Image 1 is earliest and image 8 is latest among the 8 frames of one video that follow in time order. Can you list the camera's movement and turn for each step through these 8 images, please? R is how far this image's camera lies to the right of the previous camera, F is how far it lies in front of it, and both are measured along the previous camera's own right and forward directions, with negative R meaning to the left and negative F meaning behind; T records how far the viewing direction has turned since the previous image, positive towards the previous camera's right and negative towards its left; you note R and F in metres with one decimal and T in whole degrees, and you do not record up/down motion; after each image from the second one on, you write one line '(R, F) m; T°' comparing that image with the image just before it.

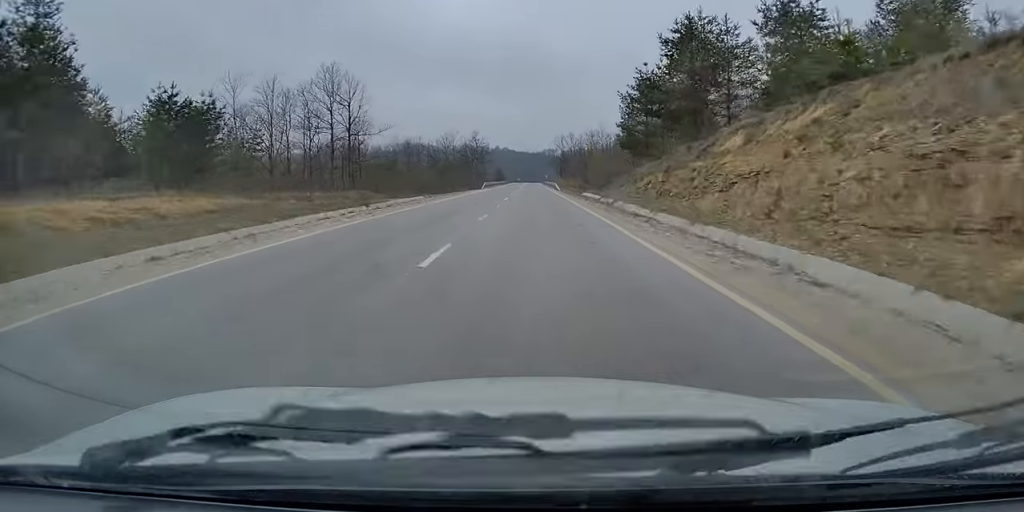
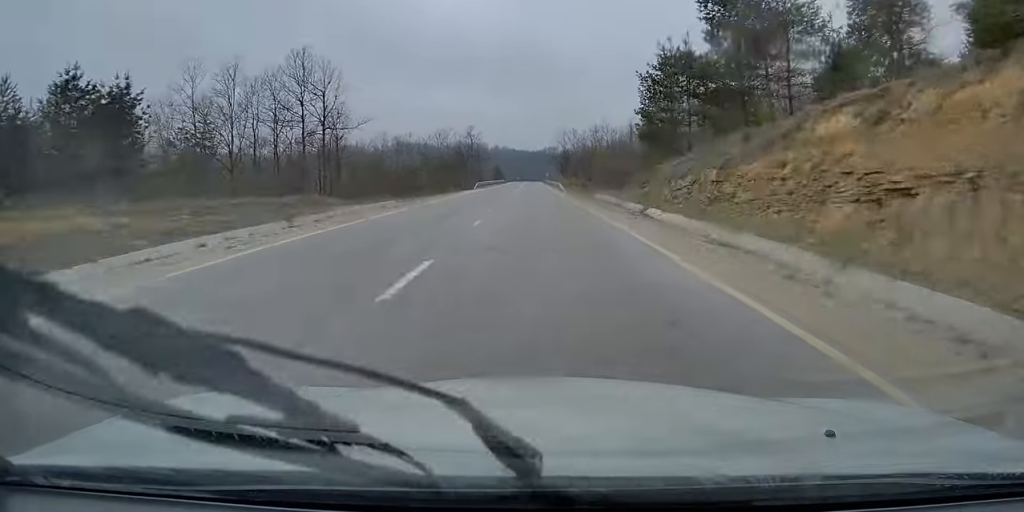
(0.0, +11.3) m; 0°
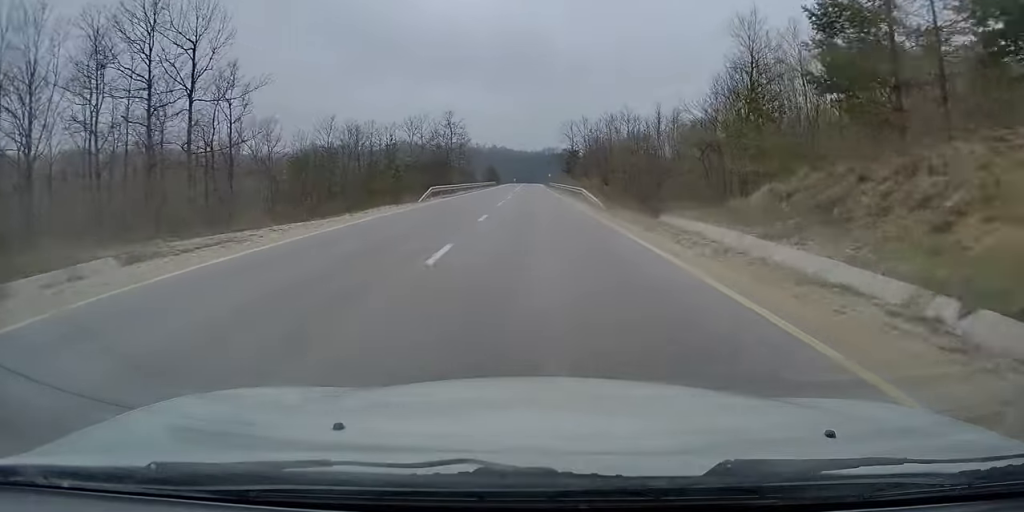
(+0.1, +33.0) m; +1°
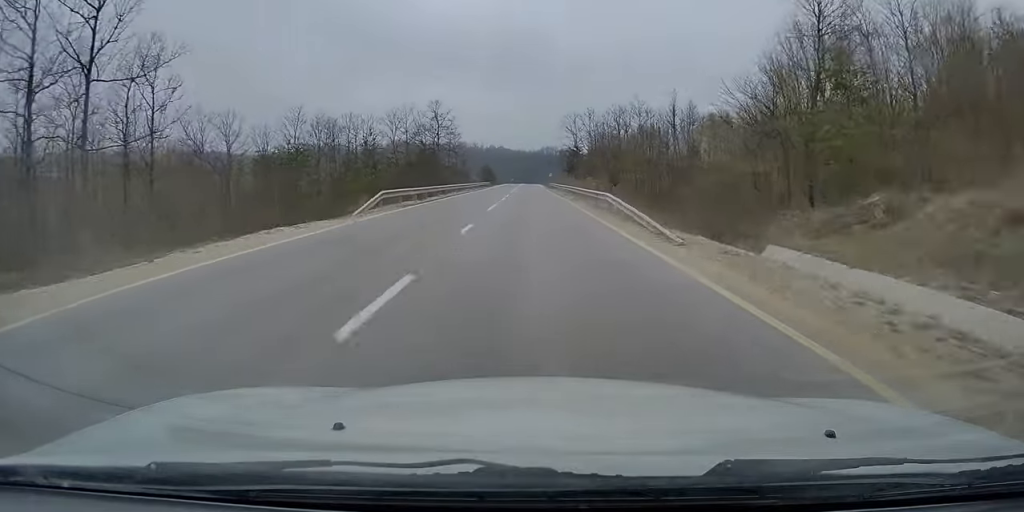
(+0.1, +13.0) m; 0°
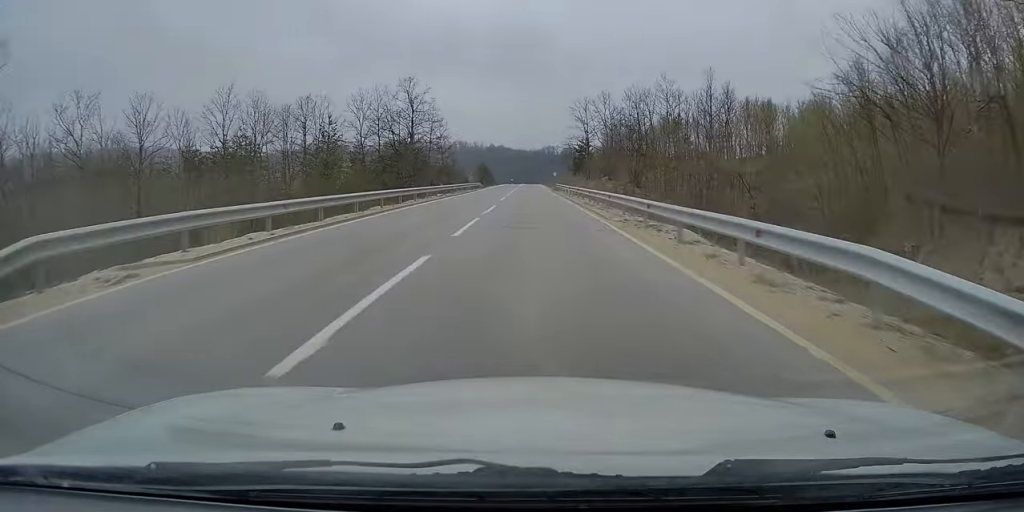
(+0.1, +19.9) m; 0°
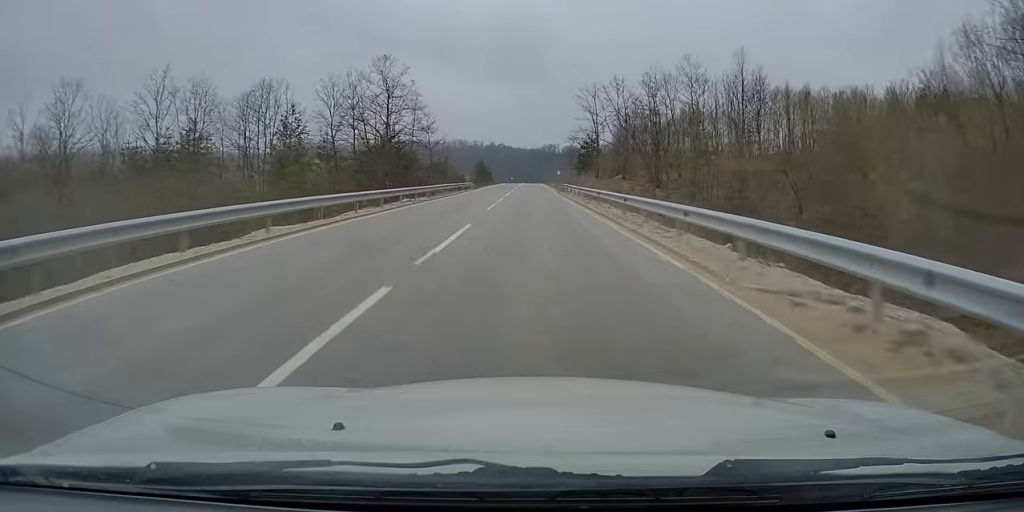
(0.0, +12.0) m; 0°
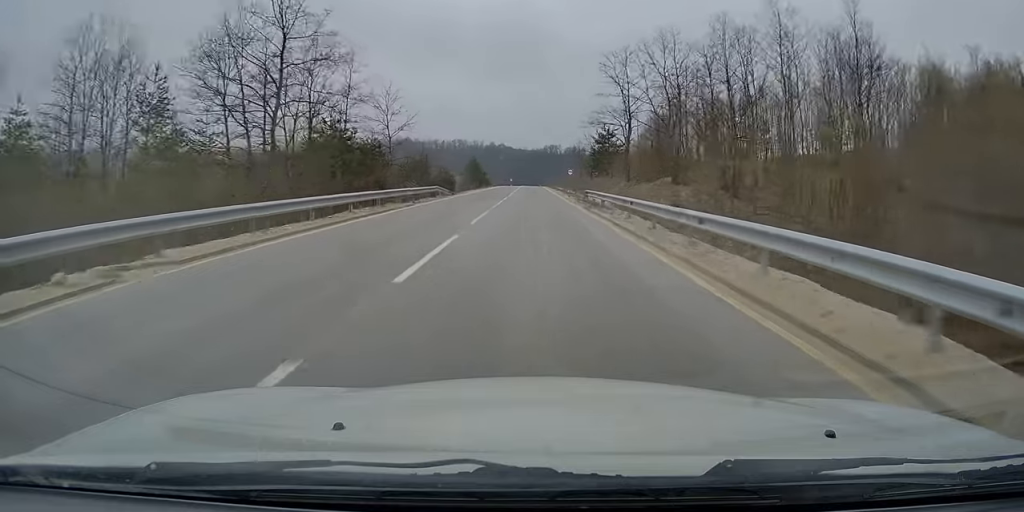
(-0.1, +24.9) m; 0°
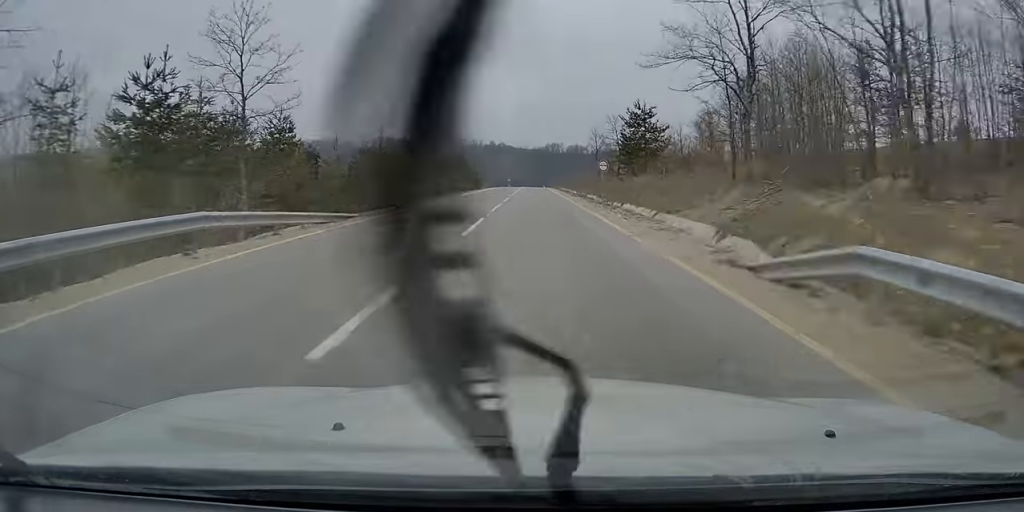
(0.0, +30.8) m; 0°
